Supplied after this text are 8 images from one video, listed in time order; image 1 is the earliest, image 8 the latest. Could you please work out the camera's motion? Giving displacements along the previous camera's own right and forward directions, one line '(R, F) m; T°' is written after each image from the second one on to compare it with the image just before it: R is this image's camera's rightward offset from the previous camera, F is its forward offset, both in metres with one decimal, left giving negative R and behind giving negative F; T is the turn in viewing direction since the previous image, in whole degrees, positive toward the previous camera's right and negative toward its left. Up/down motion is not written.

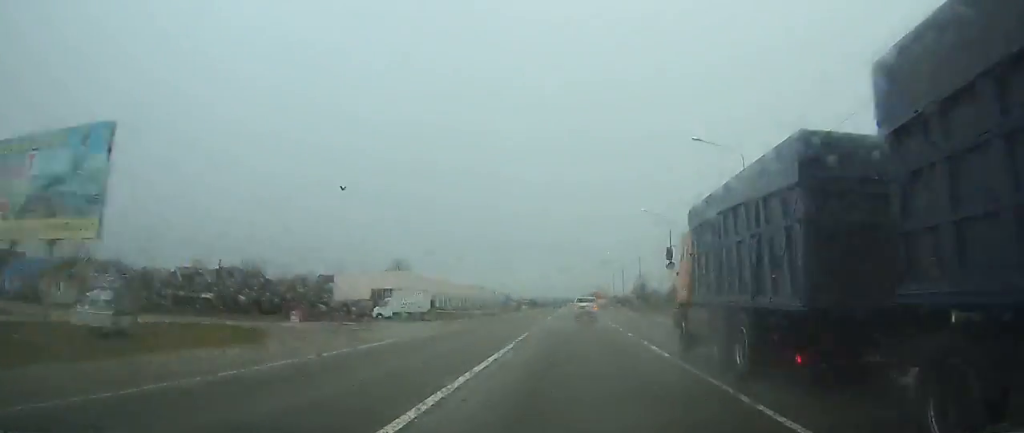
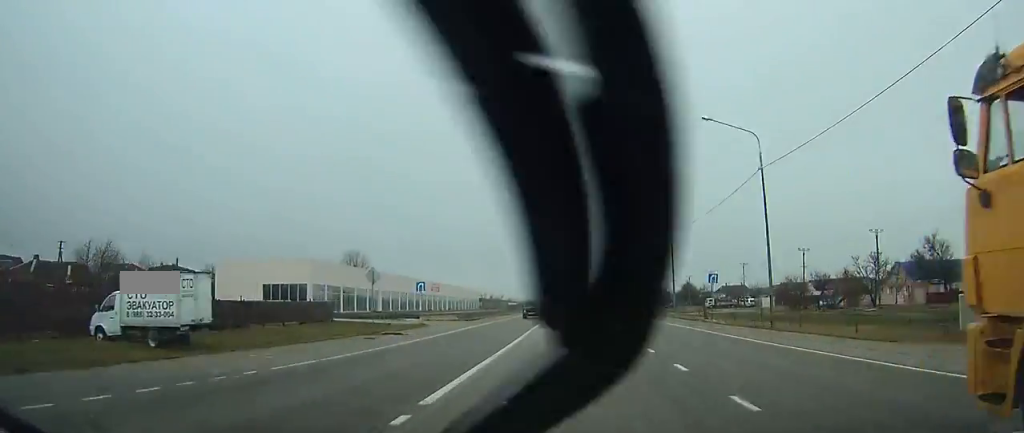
(+0.1, +34.6) m; +1°
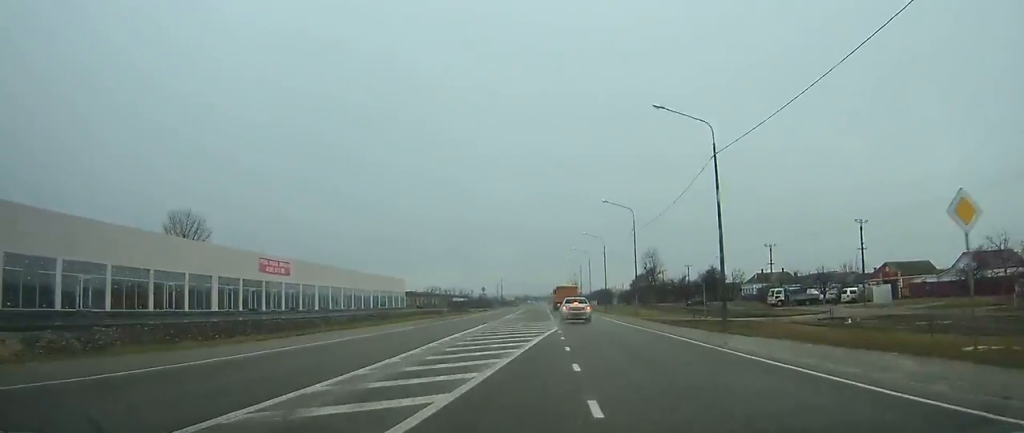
(+0.8, +59.5) m; +1°
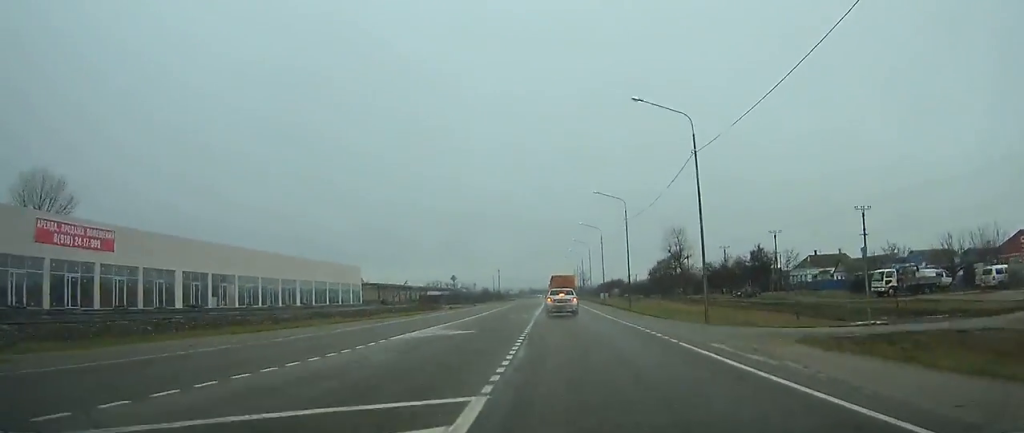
(0.0, +28.2) m; 0°
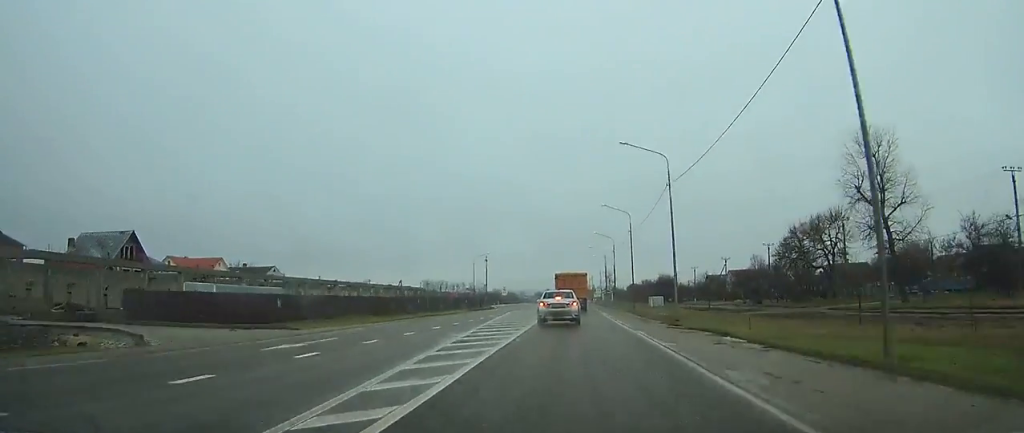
(-0.9, +75.7) m; -1°
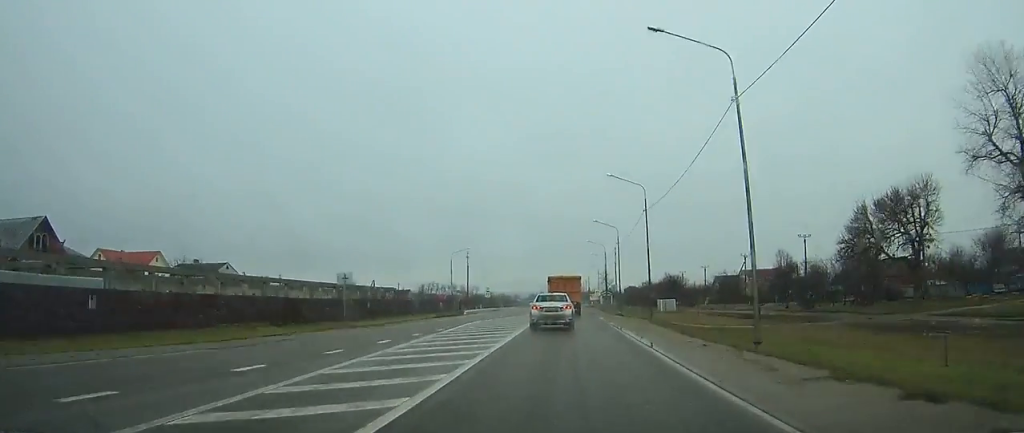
(0.0, +18.7) m; 0°
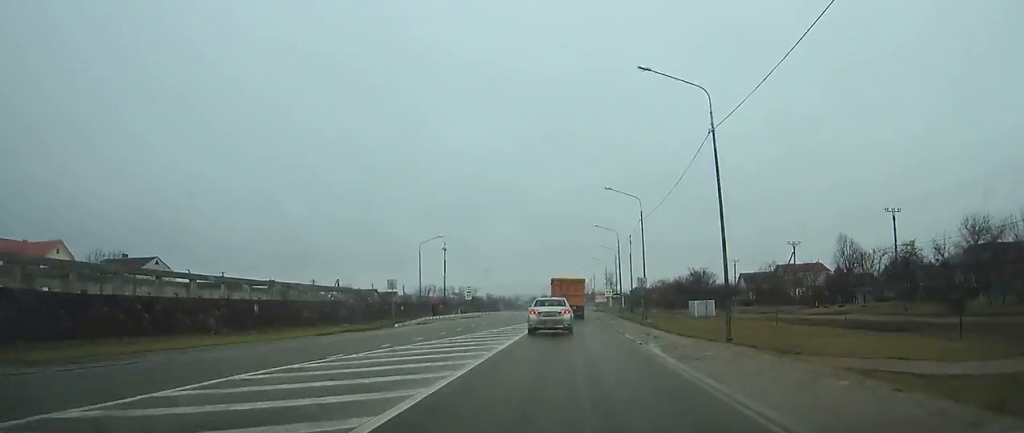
(-0.1, +24.4) m; 0°
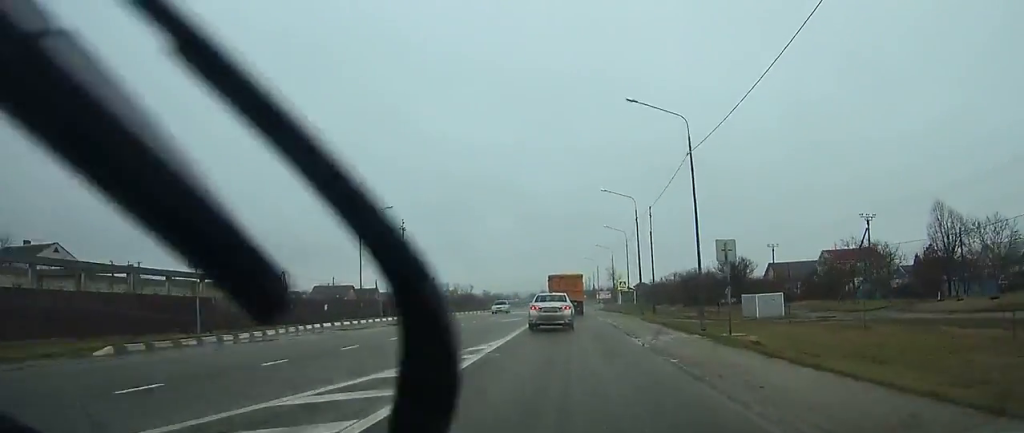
(0.0, +23.7) m; 0°
